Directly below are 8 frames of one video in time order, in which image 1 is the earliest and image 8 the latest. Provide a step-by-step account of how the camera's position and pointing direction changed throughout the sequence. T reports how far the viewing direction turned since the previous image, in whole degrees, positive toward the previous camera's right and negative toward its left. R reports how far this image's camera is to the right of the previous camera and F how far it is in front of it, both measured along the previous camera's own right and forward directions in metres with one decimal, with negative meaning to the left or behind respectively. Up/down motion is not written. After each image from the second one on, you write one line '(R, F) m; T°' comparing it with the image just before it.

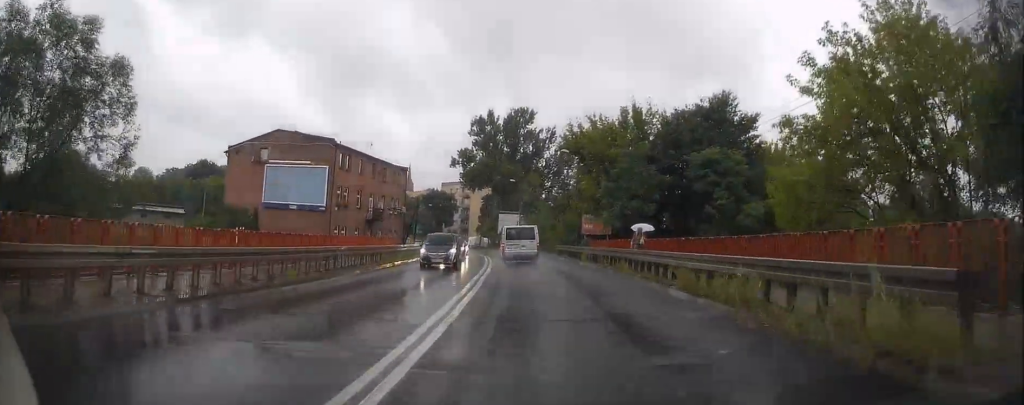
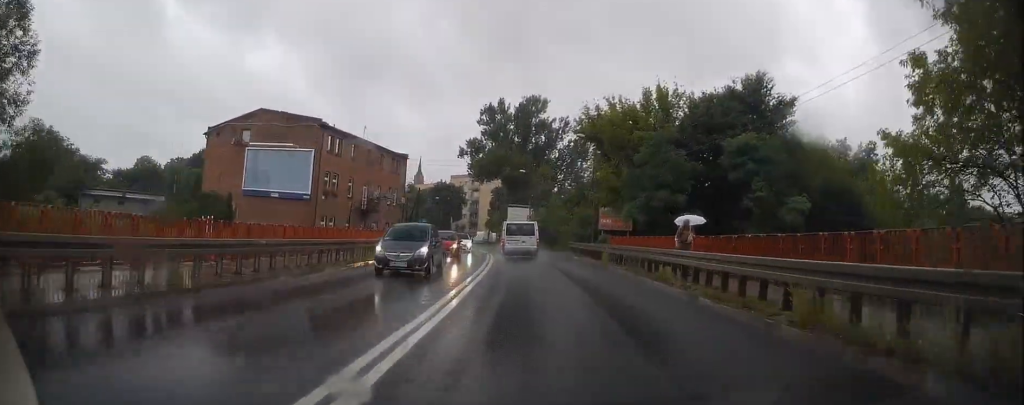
(0.0, +5.8) m; -1°
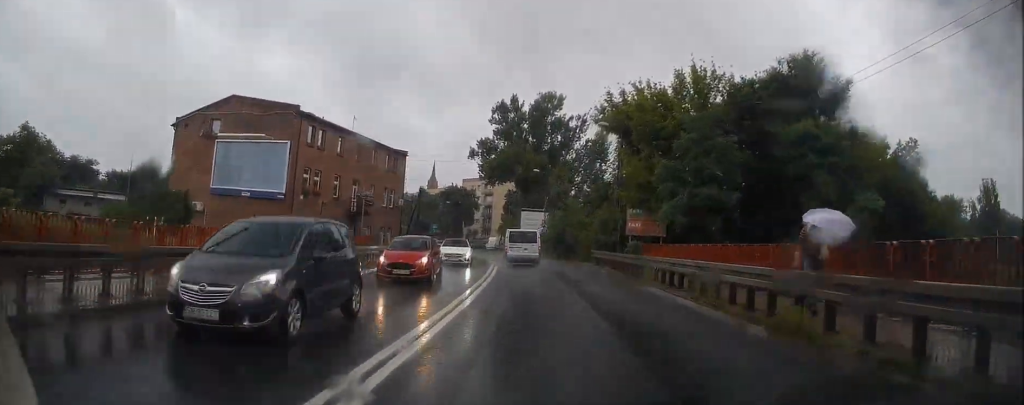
(0.0, +7.0) m; -1°
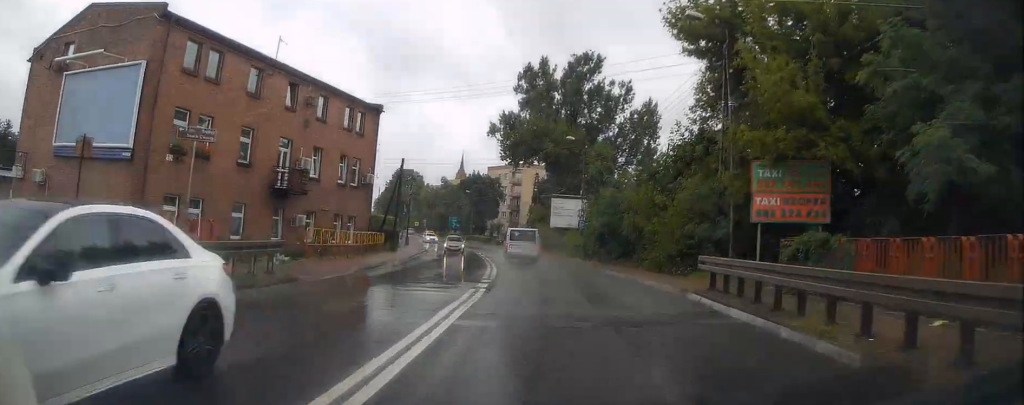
(-0.5, +18.3) m; -3°
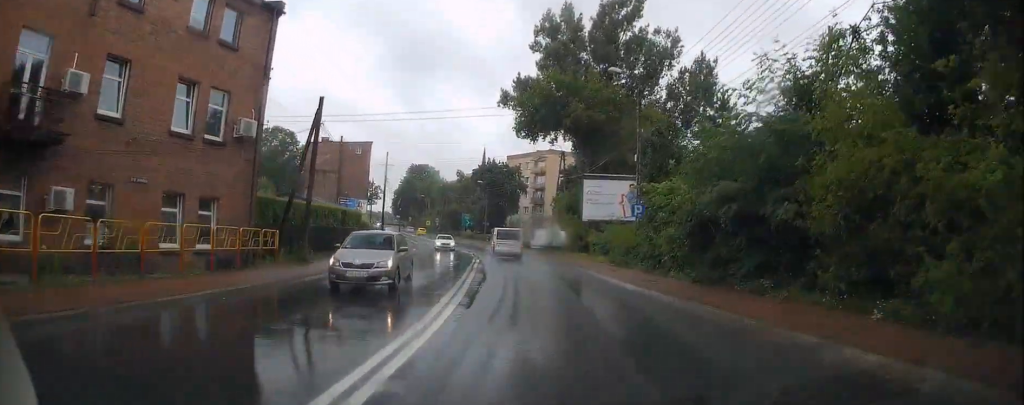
(-0.9, +18.9) m; -5°
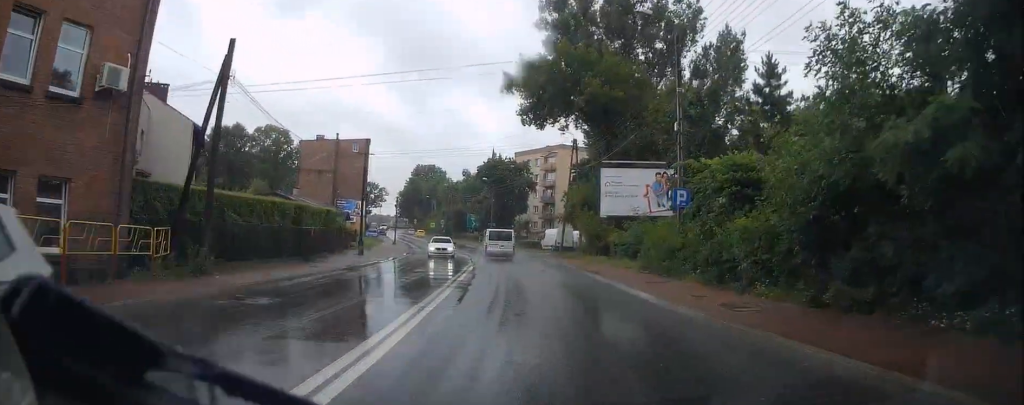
(-0.3, +7.6) m; -1°
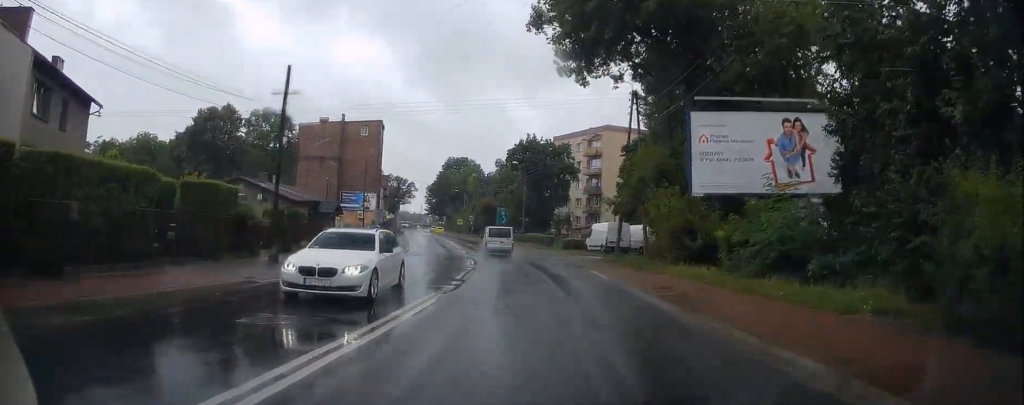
(0.0, +17.0) m; -2°
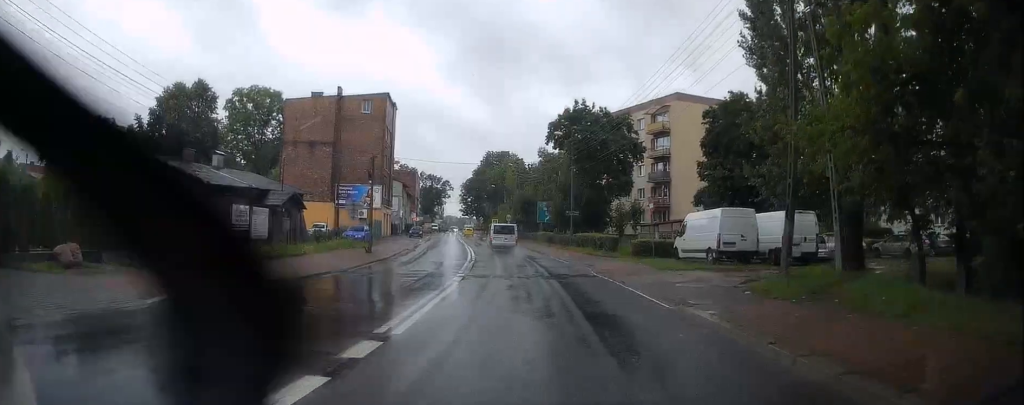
(-0.9, +20.8) m; -3°
